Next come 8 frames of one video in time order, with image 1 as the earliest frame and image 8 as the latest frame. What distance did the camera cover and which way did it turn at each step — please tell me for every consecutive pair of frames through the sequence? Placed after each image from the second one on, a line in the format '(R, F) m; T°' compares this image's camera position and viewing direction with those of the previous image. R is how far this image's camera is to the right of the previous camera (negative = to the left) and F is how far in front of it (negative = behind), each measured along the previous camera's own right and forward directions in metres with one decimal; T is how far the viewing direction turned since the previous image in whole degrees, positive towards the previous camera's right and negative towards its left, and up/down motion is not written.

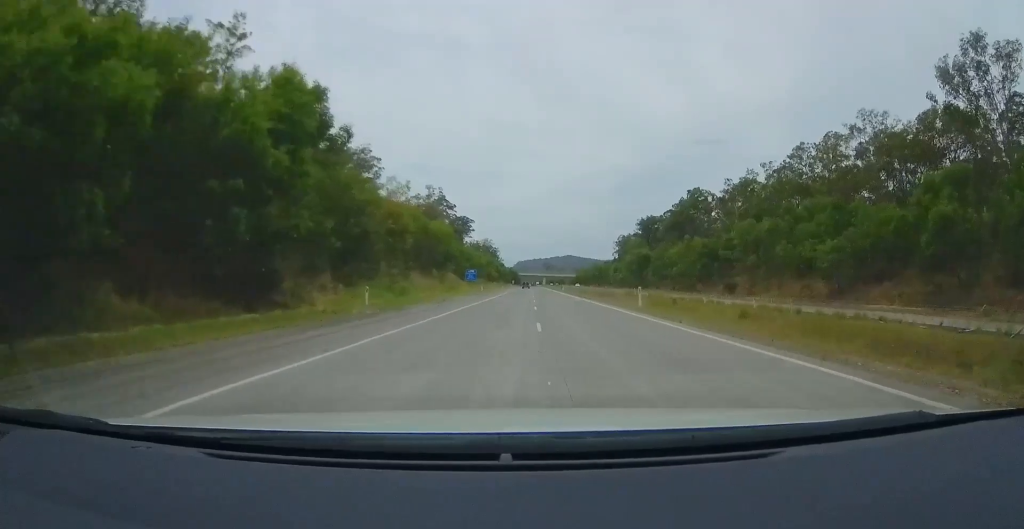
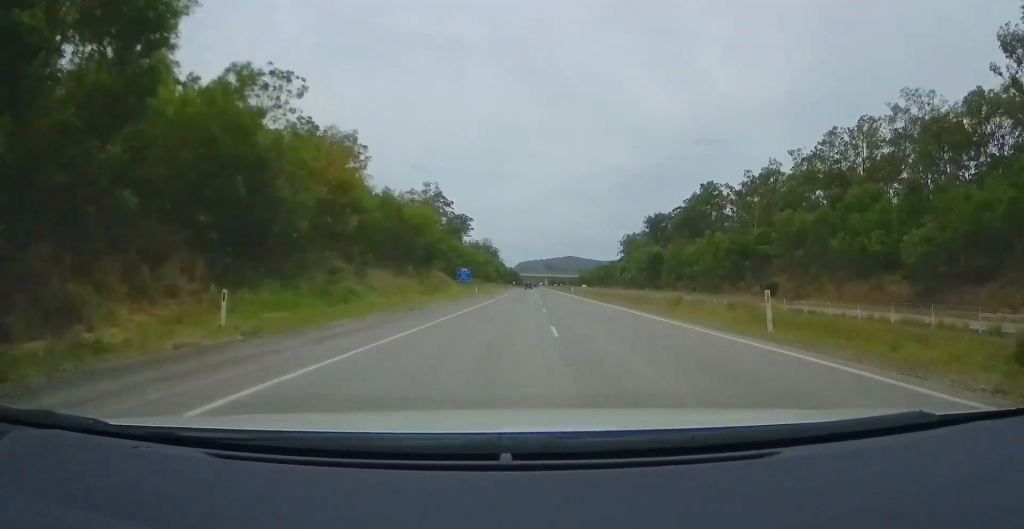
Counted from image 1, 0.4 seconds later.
(+0.2, +13.4) m; 0°
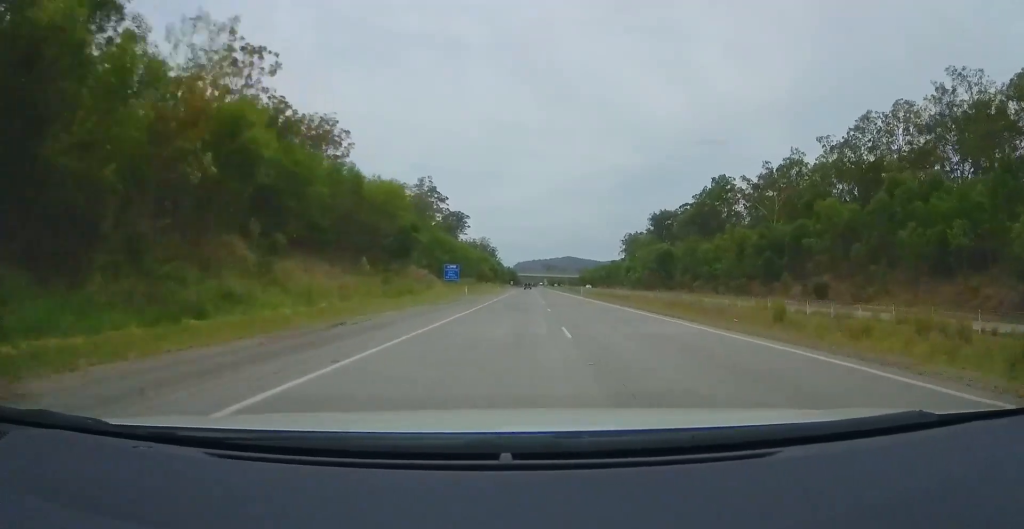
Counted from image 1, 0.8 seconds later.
(-0.2, +12.2) m; 0°
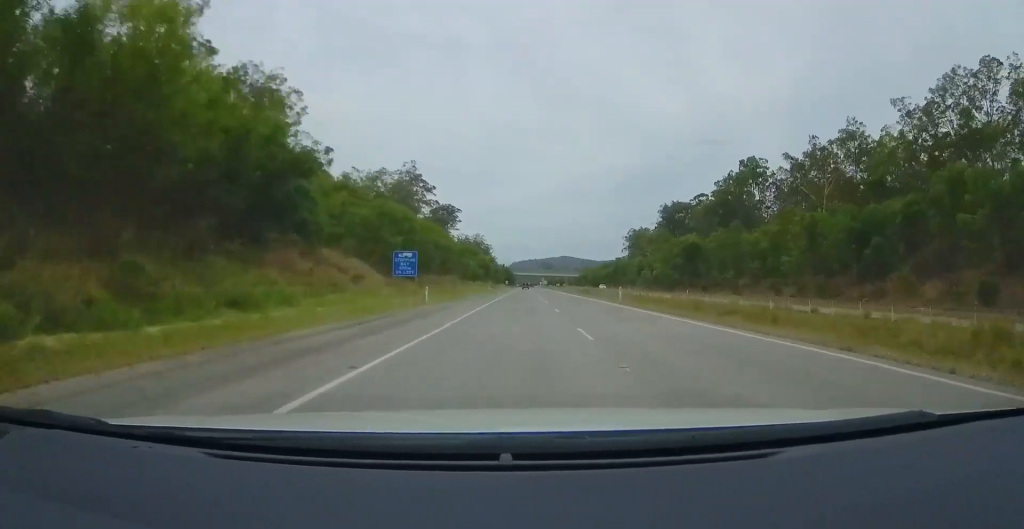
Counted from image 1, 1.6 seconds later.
(-0.3, +24.4) m; 0°
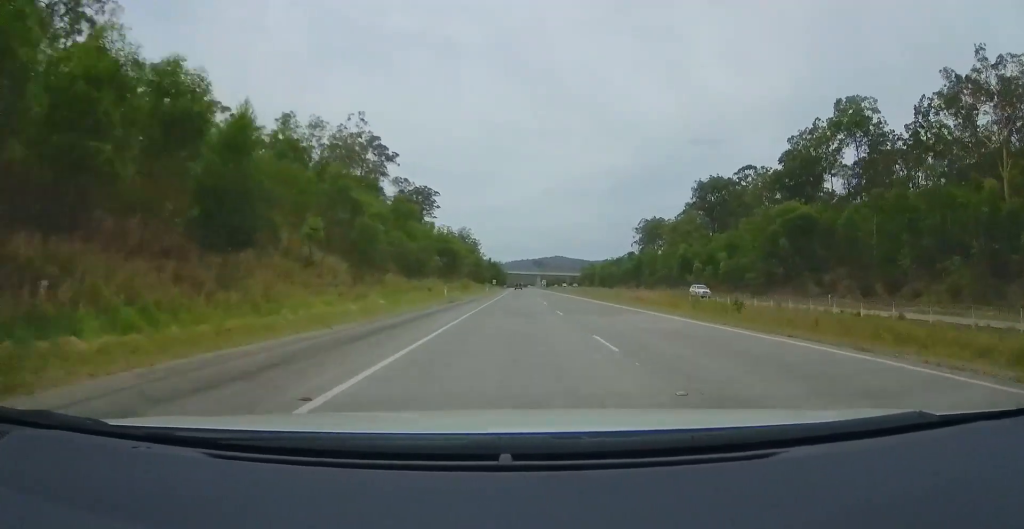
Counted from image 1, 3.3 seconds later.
(+1.1, +50.6) m; +1°
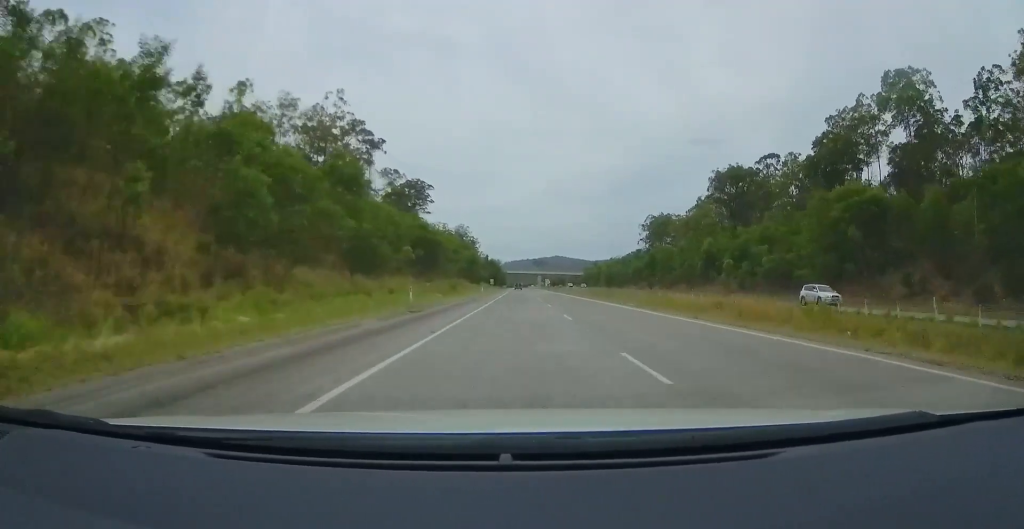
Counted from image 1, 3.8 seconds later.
(0.0, +14.9) m; 0°
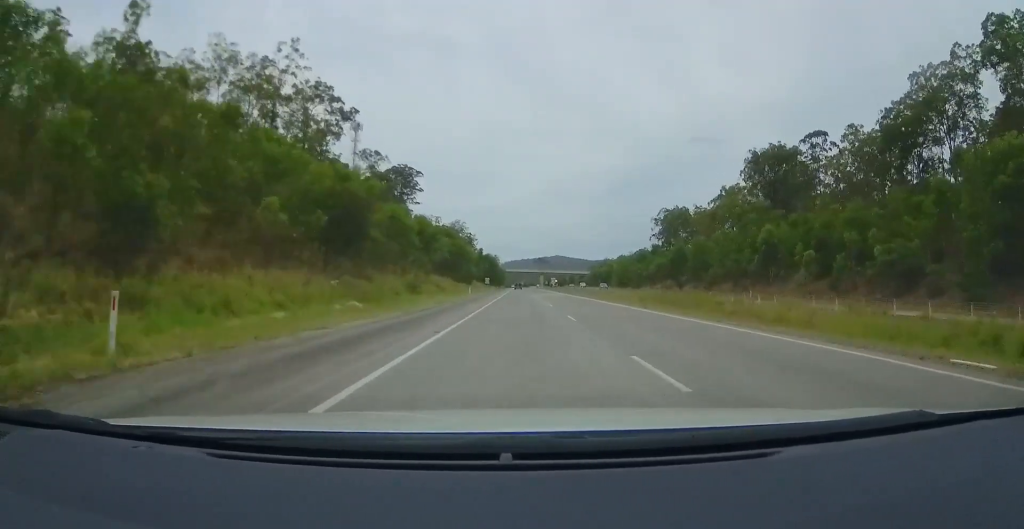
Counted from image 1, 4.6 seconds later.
(0.0, +24.8) m; -1°
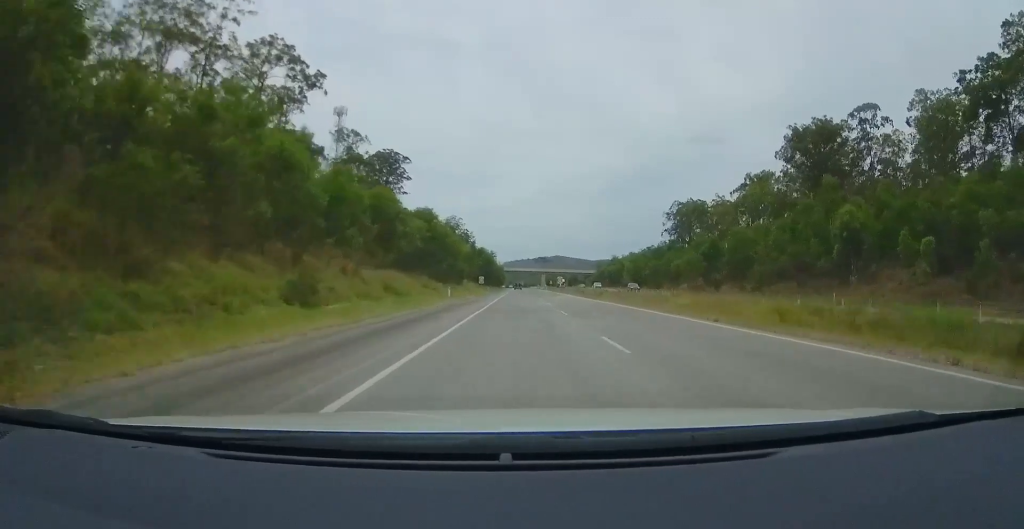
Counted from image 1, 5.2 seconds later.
(-0.3, +21.2) m; 0°
